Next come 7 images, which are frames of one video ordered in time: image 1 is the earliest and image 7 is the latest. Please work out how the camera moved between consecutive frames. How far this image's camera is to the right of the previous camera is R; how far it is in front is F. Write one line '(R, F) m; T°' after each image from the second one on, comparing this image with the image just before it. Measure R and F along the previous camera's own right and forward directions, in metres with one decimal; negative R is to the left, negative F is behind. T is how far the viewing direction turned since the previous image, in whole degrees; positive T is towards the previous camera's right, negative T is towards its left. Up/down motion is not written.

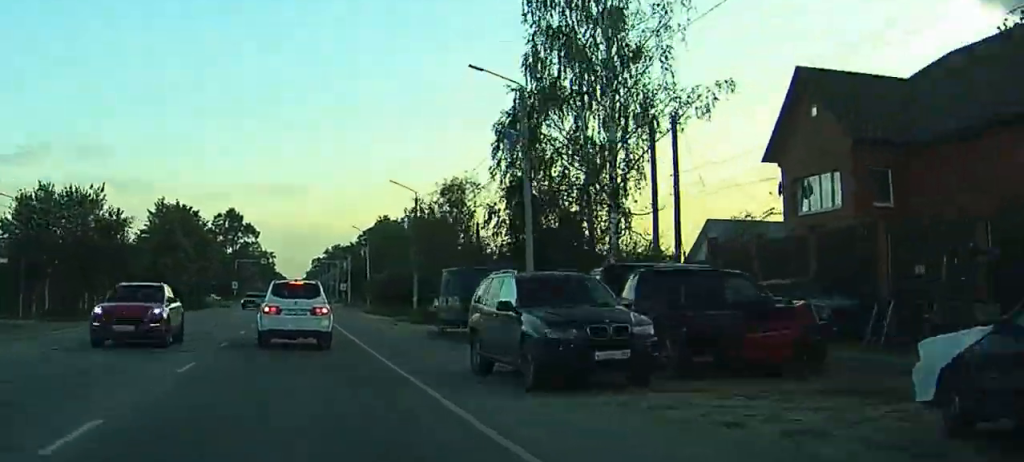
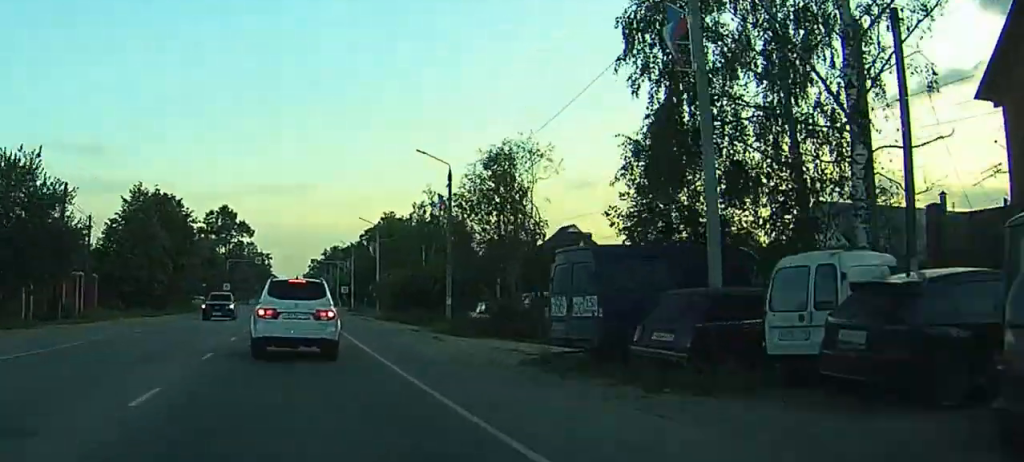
(0.0, +13.2) m; 0°
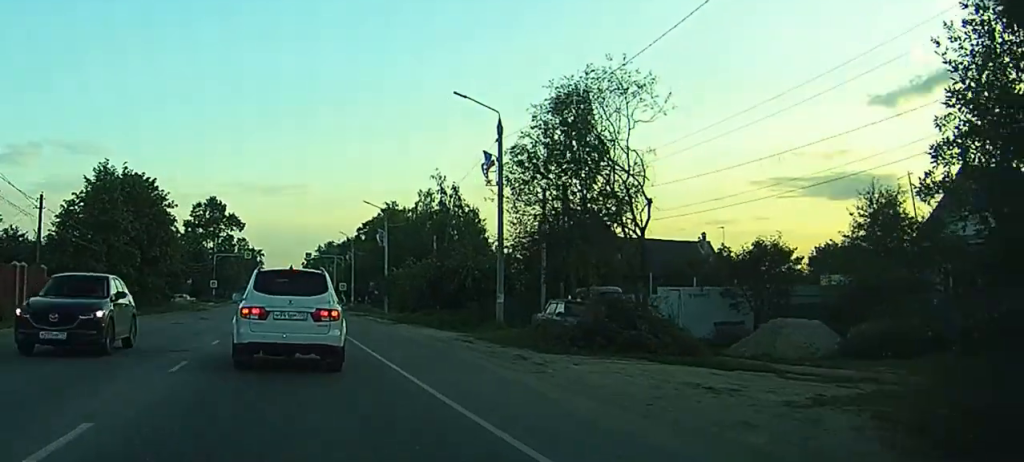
(-0.1, +12.6) m; 0°
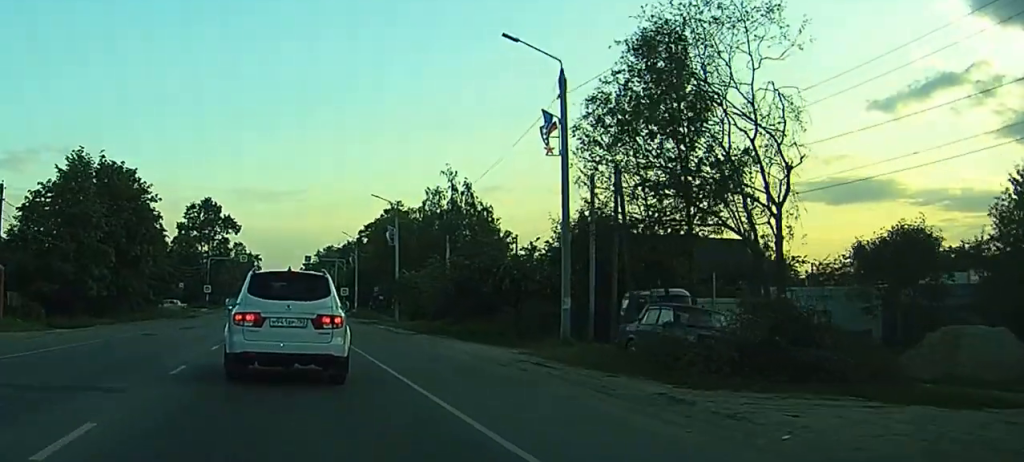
(0.0, +9.4) m; 0°
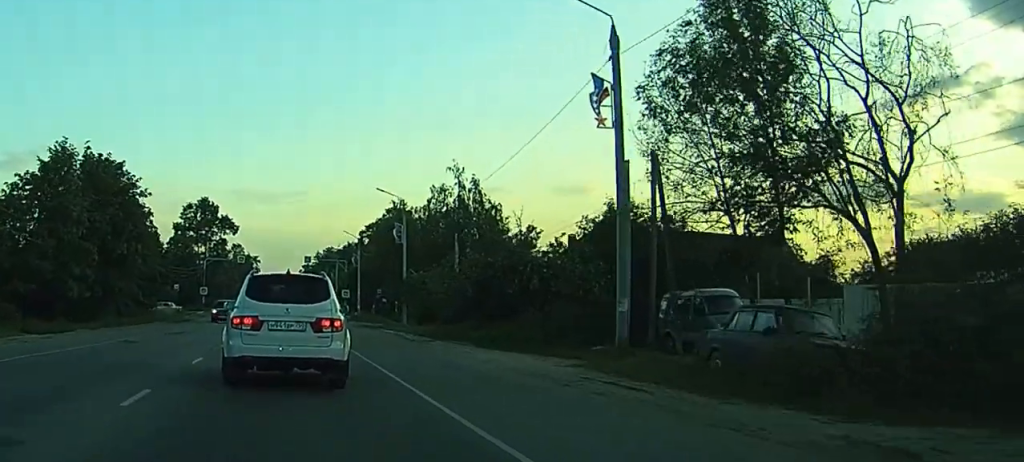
(0.0, +5.2) m; 0°
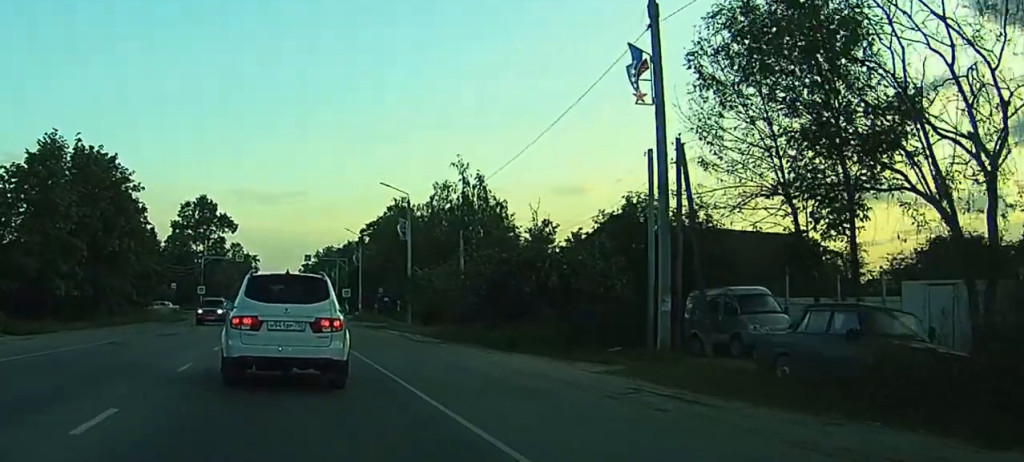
(-0.1, +2.7) m; 0°
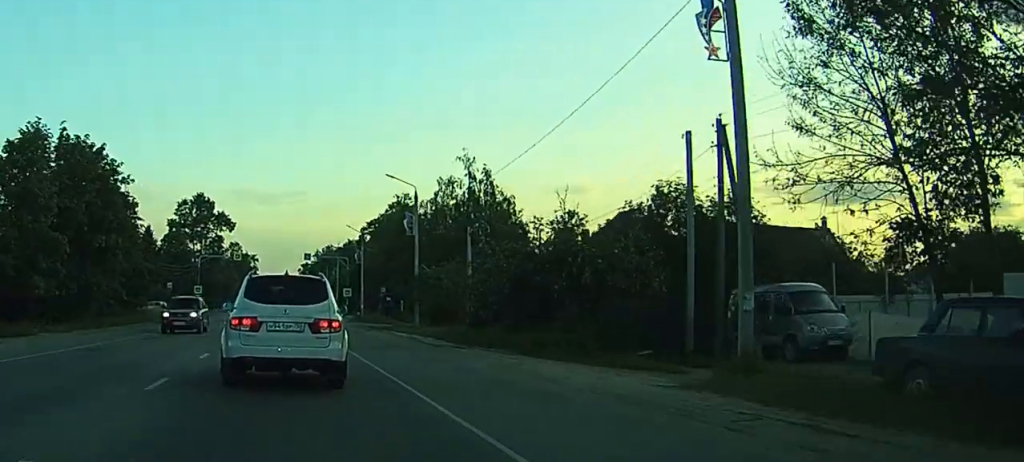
(0.0, +3.8) m; +1°
